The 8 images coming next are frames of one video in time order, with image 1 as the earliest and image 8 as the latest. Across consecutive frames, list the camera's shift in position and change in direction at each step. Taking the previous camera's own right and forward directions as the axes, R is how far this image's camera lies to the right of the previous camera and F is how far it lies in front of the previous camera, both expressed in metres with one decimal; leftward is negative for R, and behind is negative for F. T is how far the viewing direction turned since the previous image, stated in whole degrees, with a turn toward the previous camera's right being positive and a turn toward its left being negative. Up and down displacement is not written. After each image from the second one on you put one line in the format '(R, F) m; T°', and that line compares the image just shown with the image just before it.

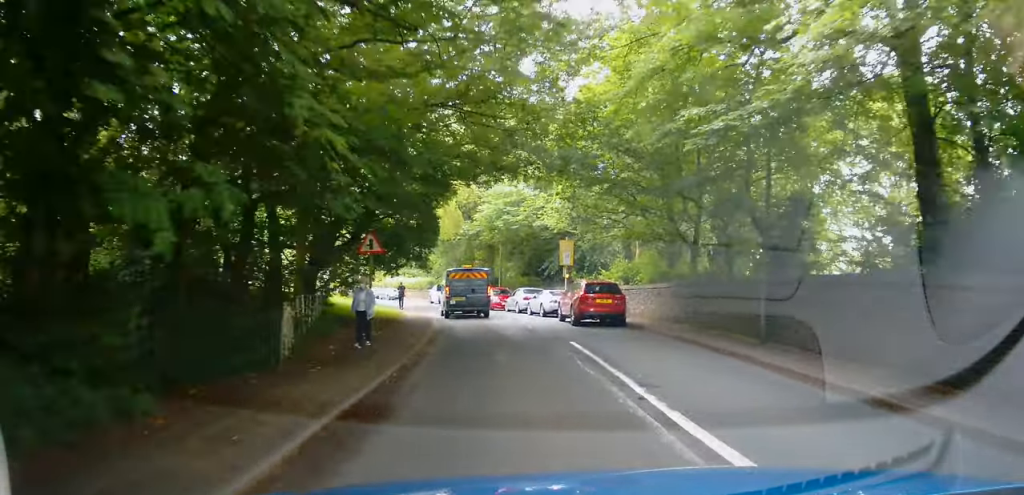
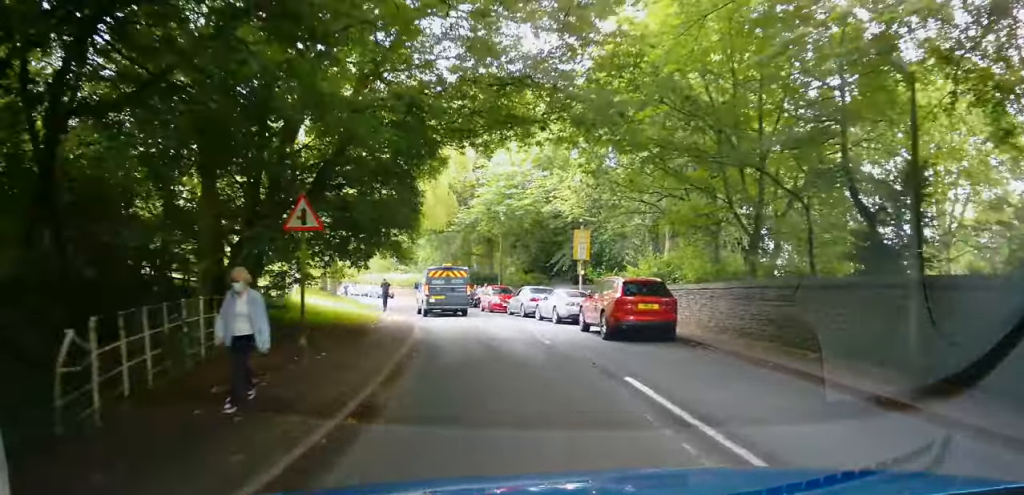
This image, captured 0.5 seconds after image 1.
(-0.2, +5.7) m; 0°
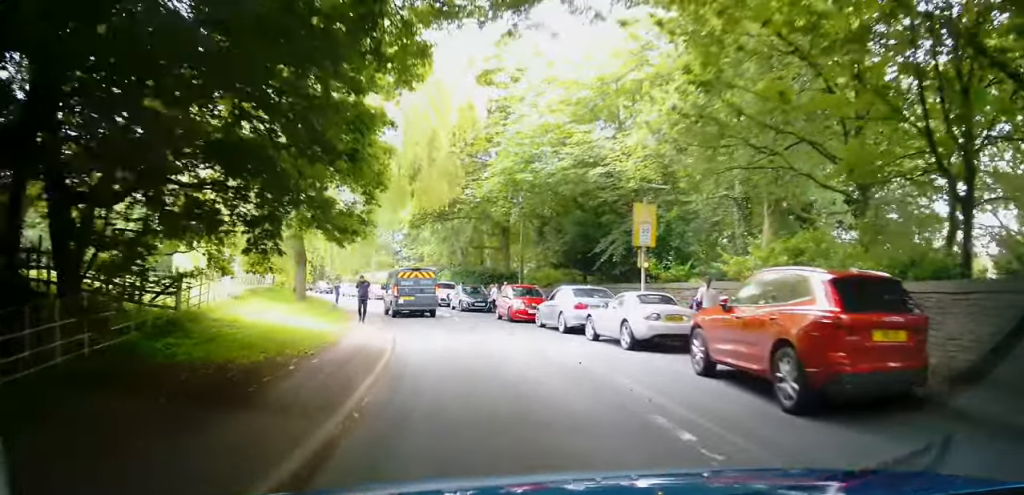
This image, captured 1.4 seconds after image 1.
(+0.2, +8.6) m; -1°
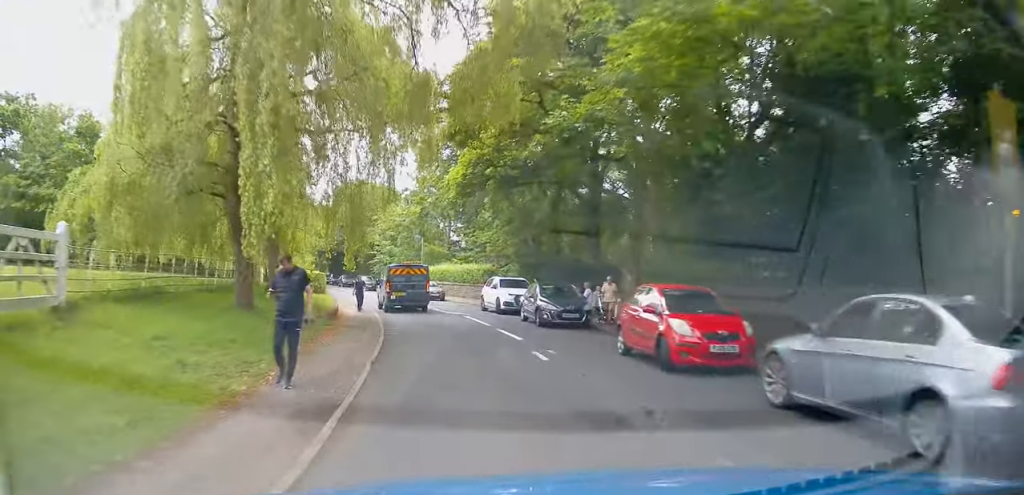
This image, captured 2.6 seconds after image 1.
(-0.4, +11.8) m; -3°
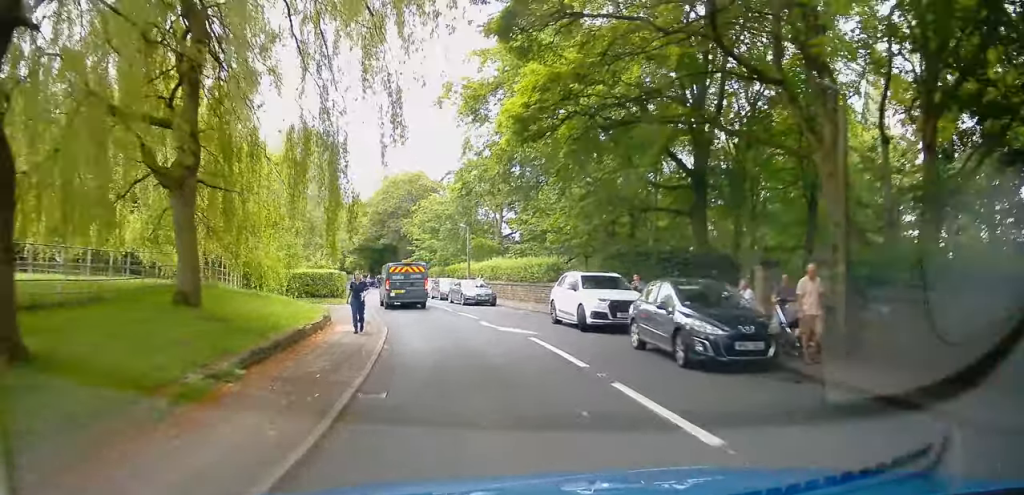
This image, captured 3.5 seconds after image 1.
(-0.1, +9.3) m; -3°
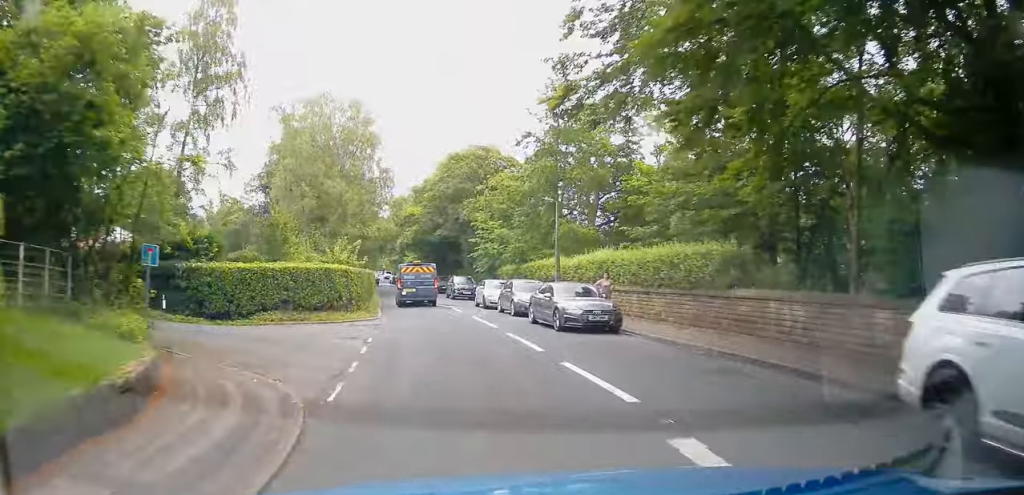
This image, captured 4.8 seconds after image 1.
(-0.9, +14.9) m; -6°
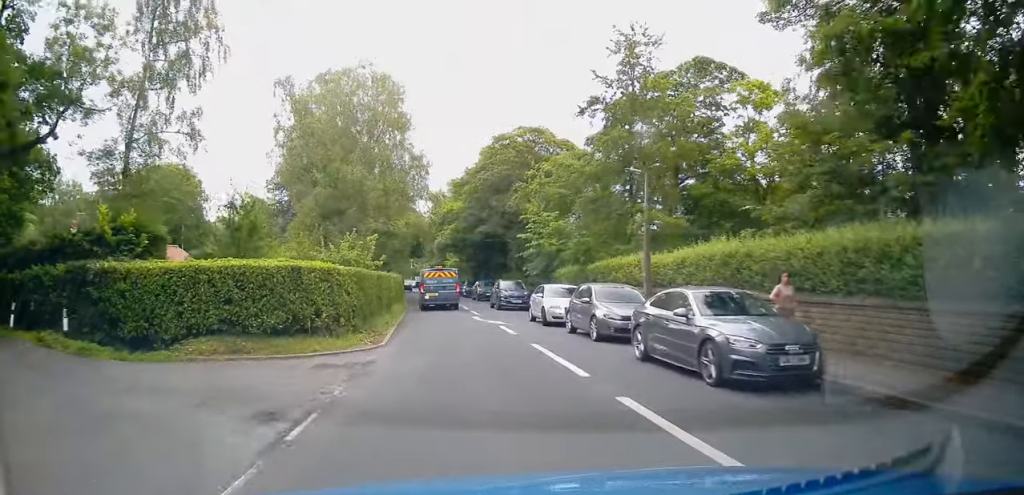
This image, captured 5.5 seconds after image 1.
(-0.1, +8.4) m; -4°
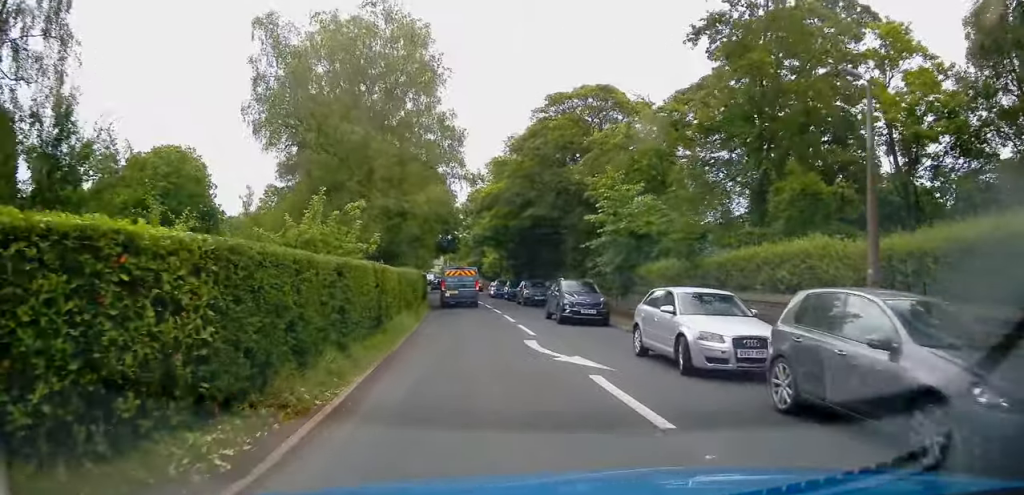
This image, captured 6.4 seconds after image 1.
(-0.7, +10.3) m; -2°
